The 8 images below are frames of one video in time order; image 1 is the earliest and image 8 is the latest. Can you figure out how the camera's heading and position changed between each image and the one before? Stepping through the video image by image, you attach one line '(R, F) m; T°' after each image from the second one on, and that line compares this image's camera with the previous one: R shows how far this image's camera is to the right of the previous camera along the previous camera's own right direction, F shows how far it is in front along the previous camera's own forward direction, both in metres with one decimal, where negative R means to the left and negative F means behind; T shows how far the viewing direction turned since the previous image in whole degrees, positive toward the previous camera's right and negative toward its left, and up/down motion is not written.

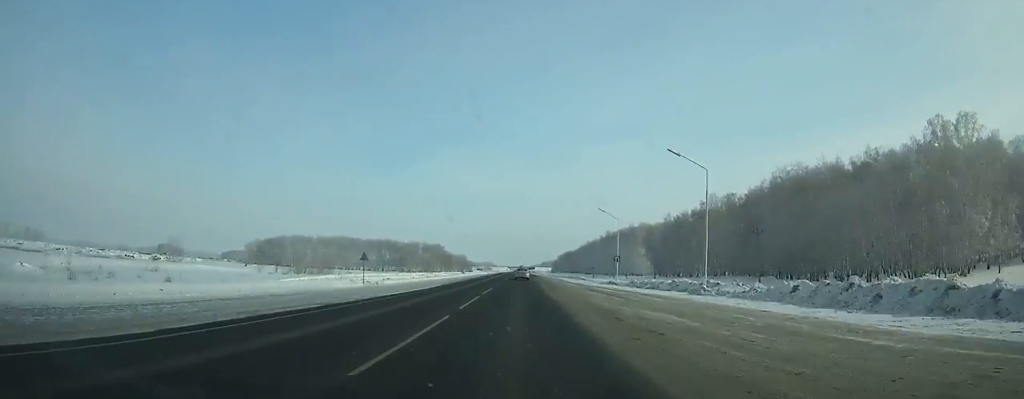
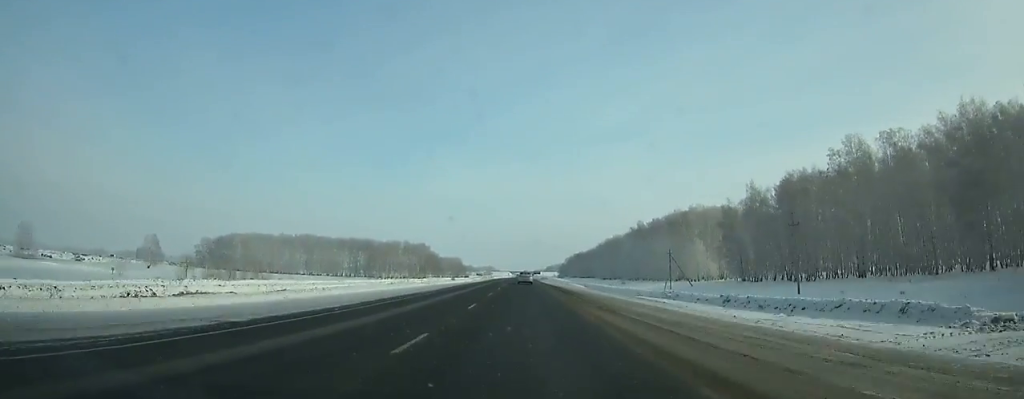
(-0.1, +72.6) m; 0°
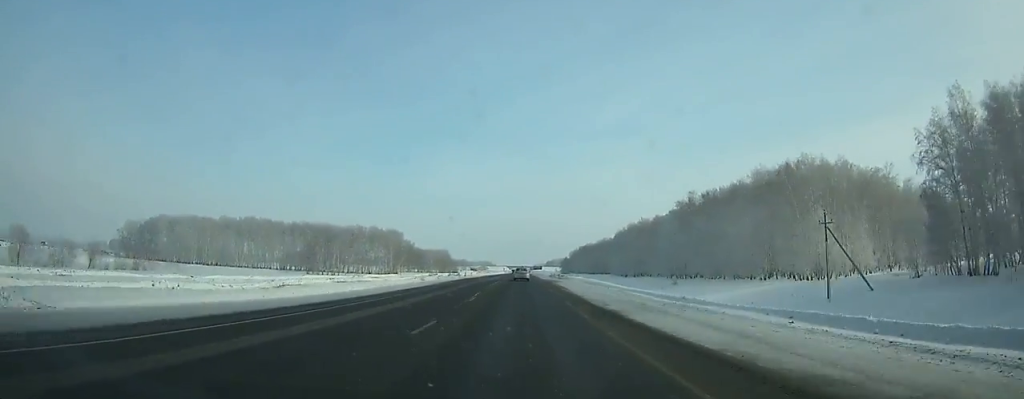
(0.0, +69.5) m; 0°
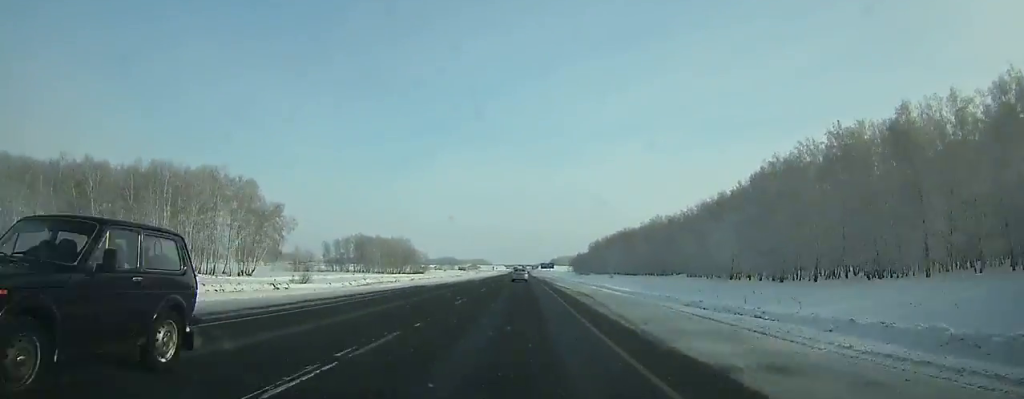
(0.0, +147.8) m; 0°
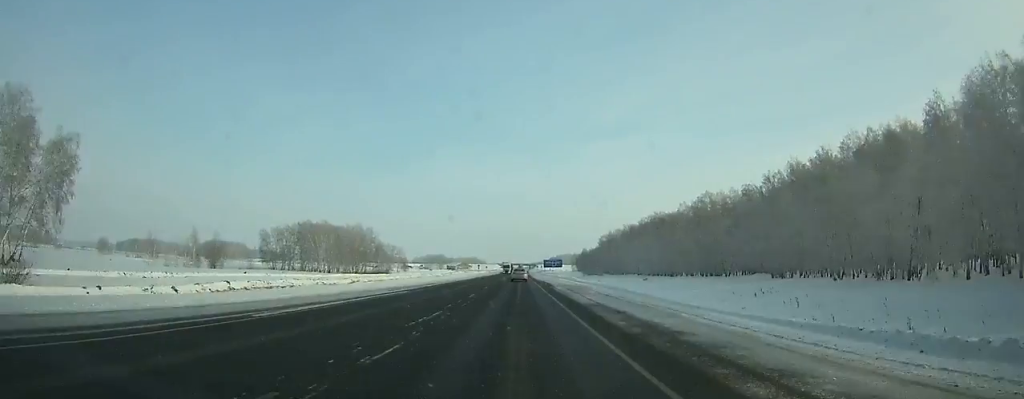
(+0.1, +66.4) m; 0°
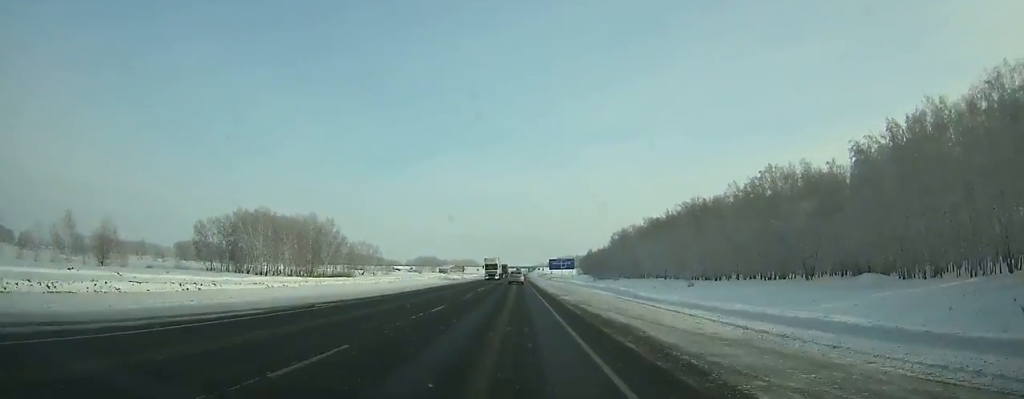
(+0.1, +44.3) m; 0°
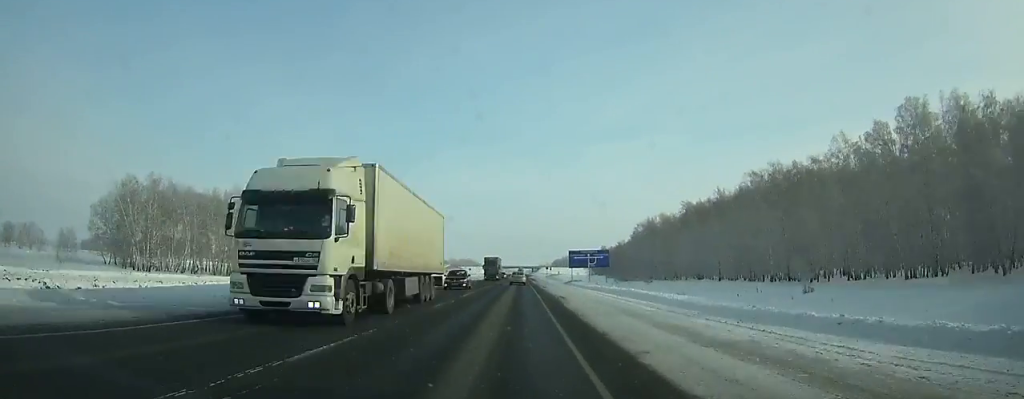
(-0.2, +46.8) m; 0°
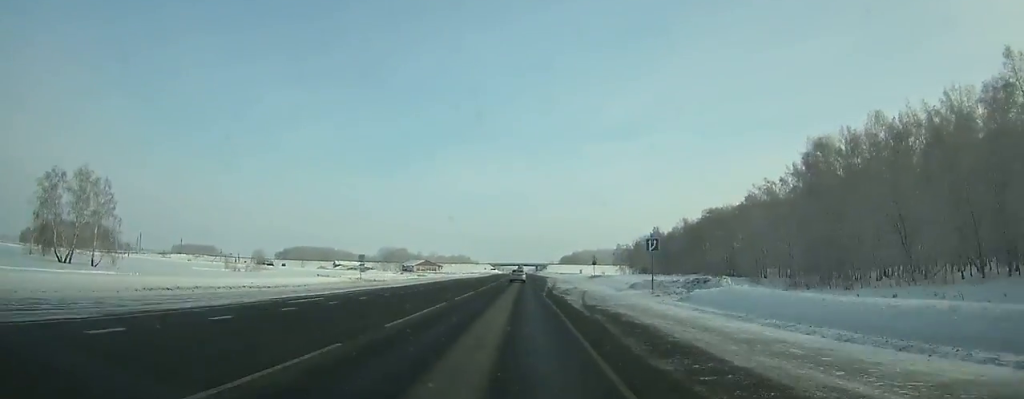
(+0.3, +125.0) m; 0°
